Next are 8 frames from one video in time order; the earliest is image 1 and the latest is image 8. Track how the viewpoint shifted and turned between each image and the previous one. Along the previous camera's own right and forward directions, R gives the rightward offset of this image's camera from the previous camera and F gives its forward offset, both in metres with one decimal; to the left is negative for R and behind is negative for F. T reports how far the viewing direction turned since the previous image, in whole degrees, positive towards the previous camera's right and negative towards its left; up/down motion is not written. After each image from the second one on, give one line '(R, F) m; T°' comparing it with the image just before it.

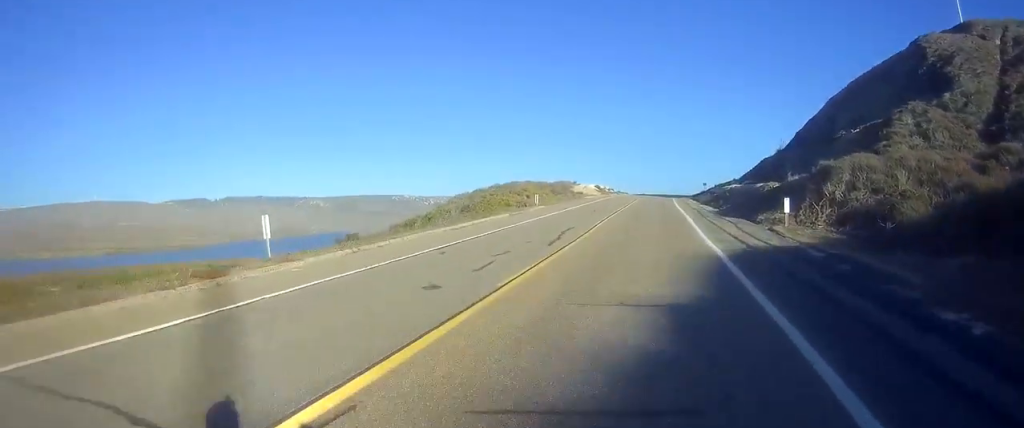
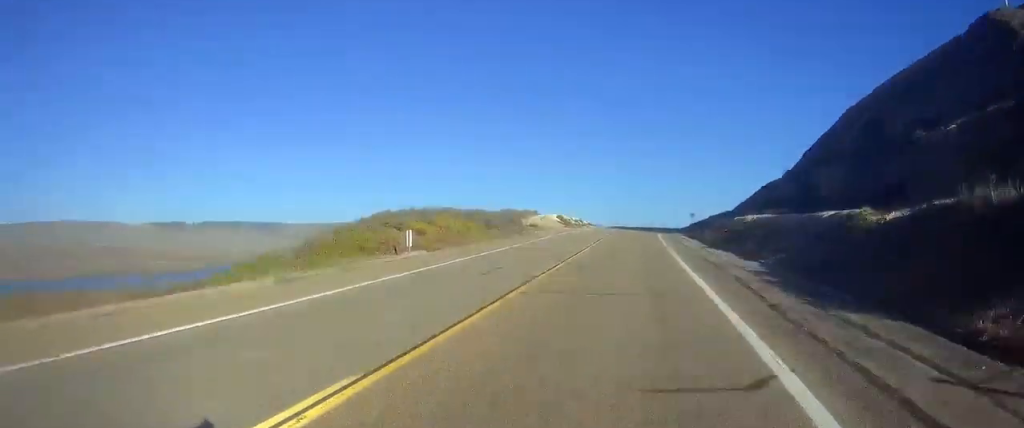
(+0.2, +22.9) m; 0°
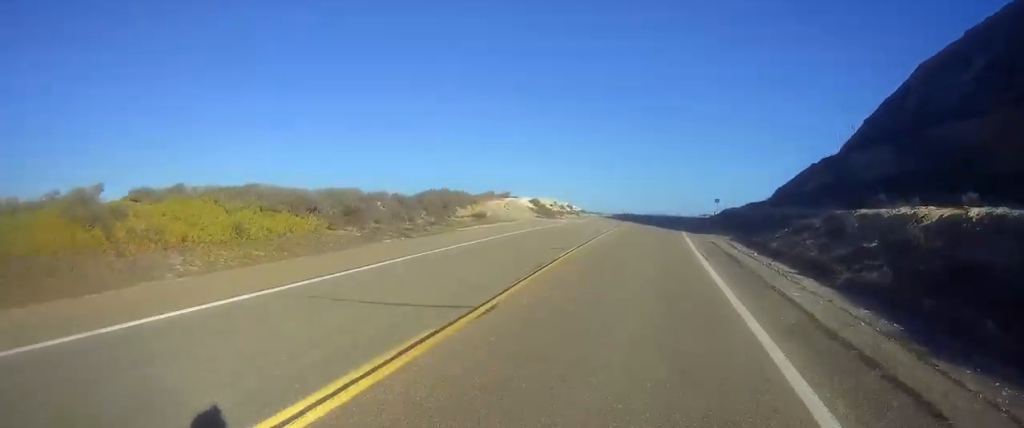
(-0.1, +27.3) m; 0°
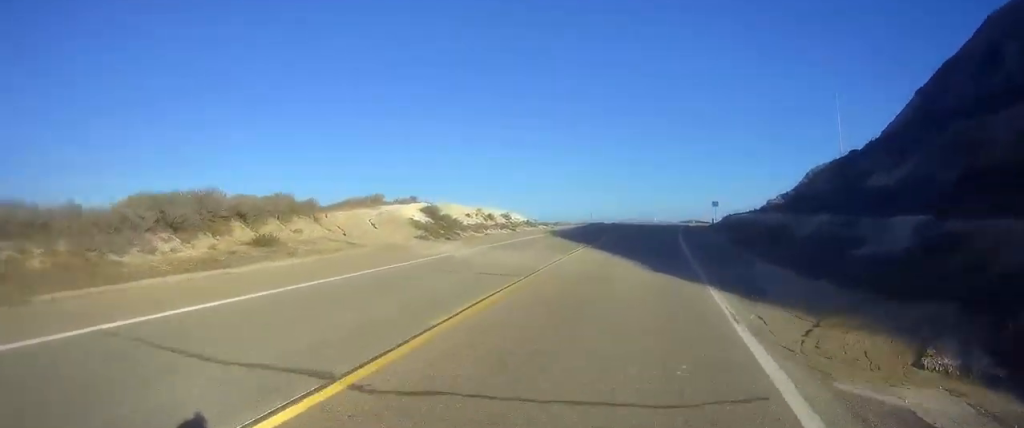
(+0.1, +24.4) m; +1°
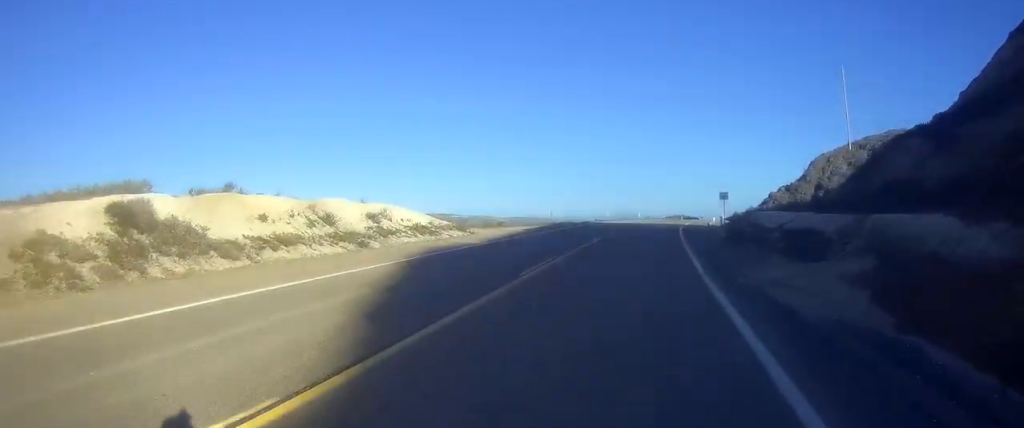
(+0.4, +22.2) m; +2°
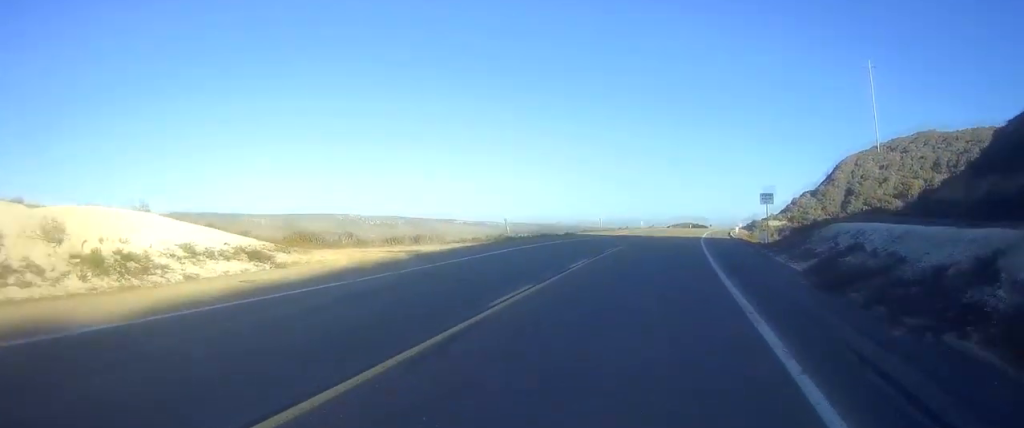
(+0.2, +19.3) m; +2°
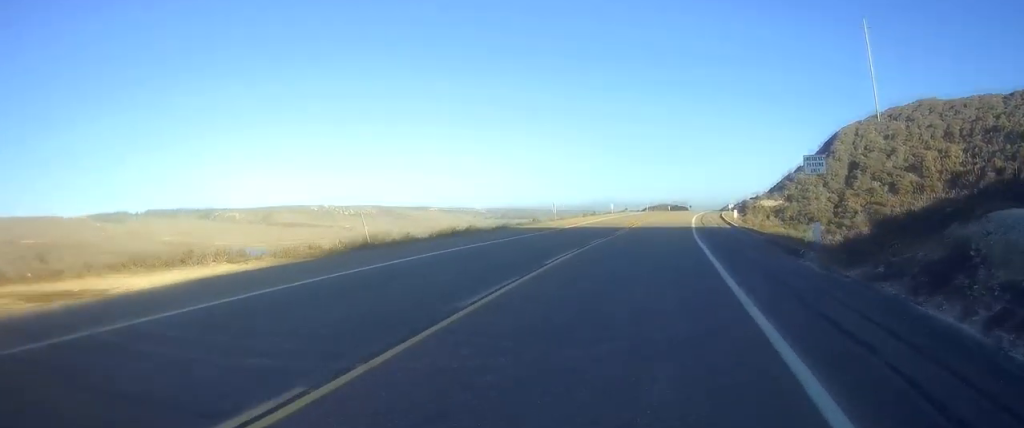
(+0.3, +16.5) m; +2°
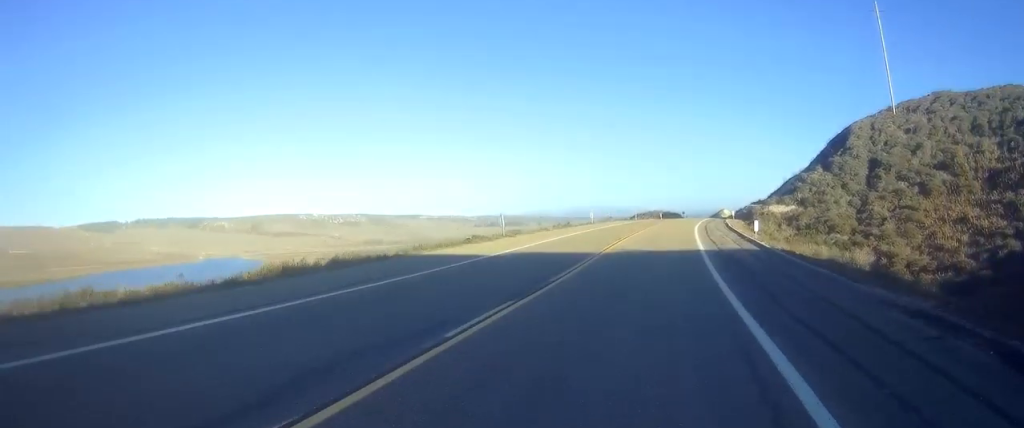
(+0.3, +15.1) m; +2°
